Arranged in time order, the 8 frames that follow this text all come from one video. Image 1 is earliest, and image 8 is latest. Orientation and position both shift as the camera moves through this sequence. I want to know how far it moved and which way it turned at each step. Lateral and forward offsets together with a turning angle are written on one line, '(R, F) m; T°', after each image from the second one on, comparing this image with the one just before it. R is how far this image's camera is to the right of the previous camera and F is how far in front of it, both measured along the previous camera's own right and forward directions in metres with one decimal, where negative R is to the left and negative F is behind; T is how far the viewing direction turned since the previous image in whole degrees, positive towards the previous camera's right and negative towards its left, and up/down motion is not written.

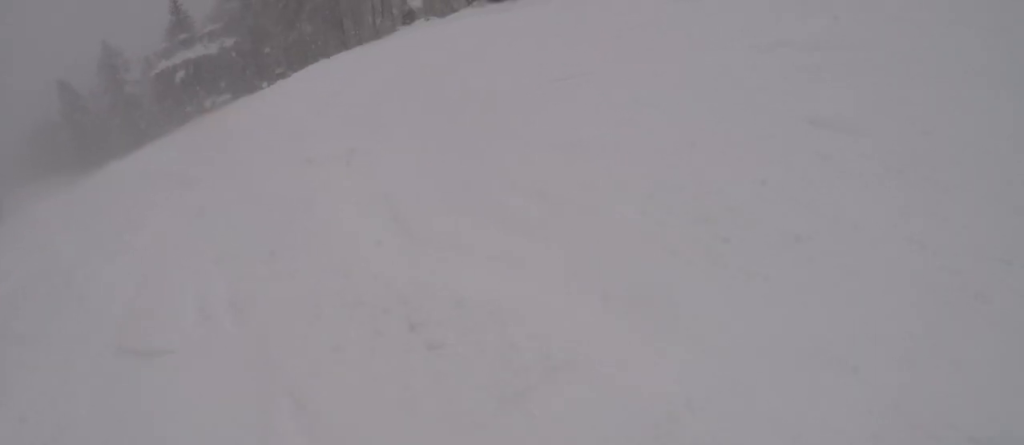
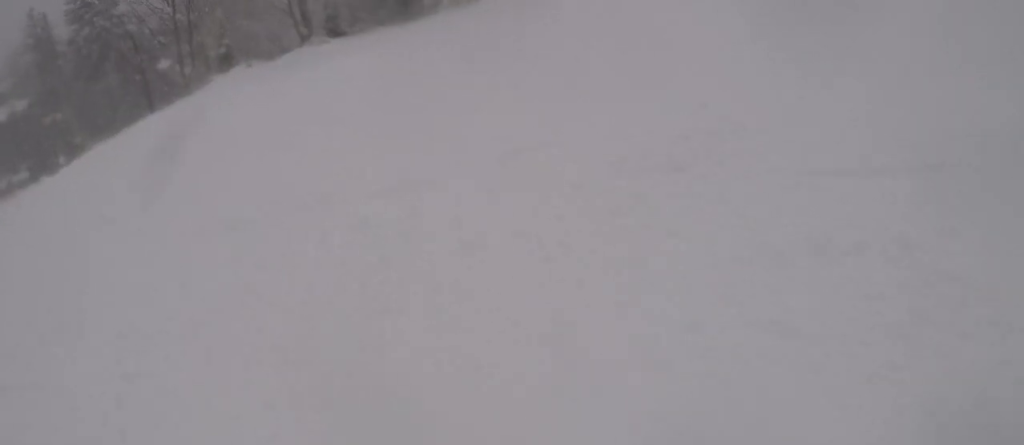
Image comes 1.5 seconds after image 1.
(+1.1, +6.7) m; +18°
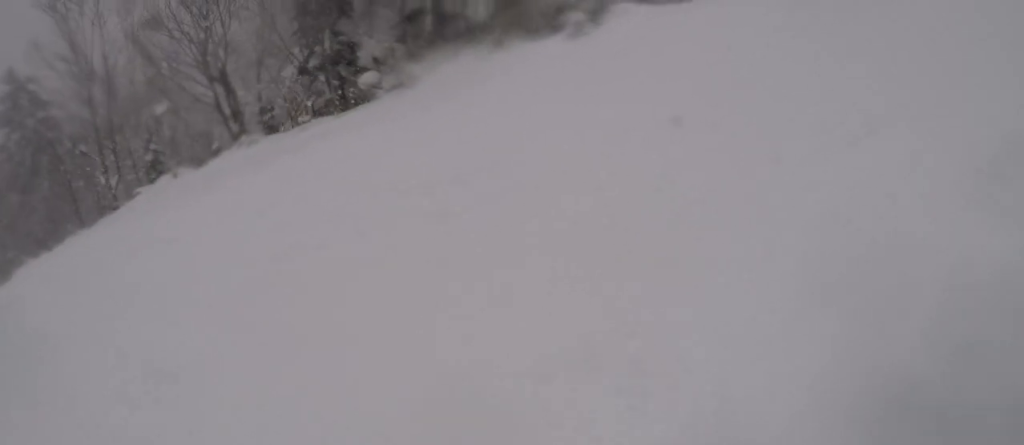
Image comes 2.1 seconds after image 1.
(-0.2, +2.4) m; +8°
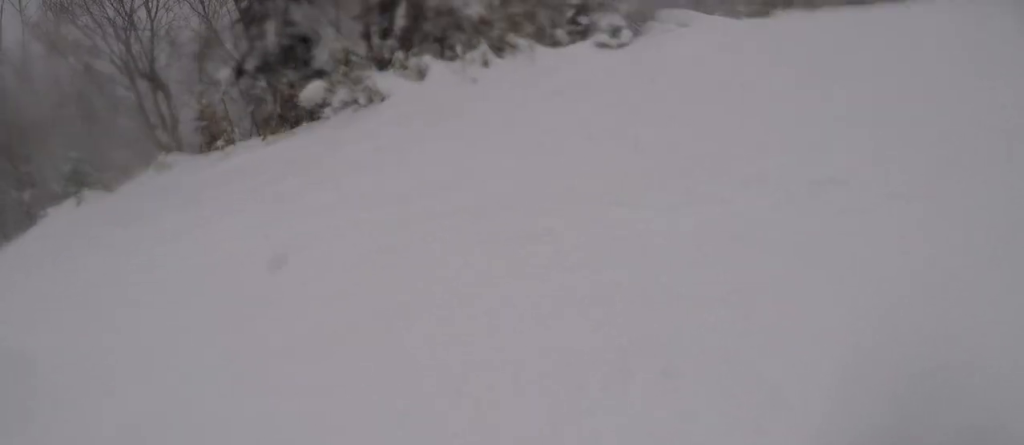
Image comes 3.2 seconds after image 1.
(+1.0, +4.3) m; +5°
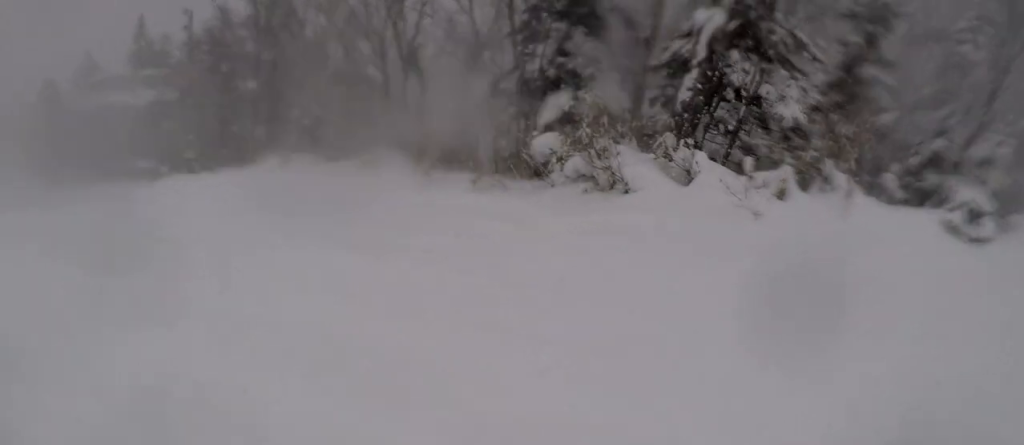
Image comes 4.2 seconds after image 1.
(-0.9, +3.8) m; -34°
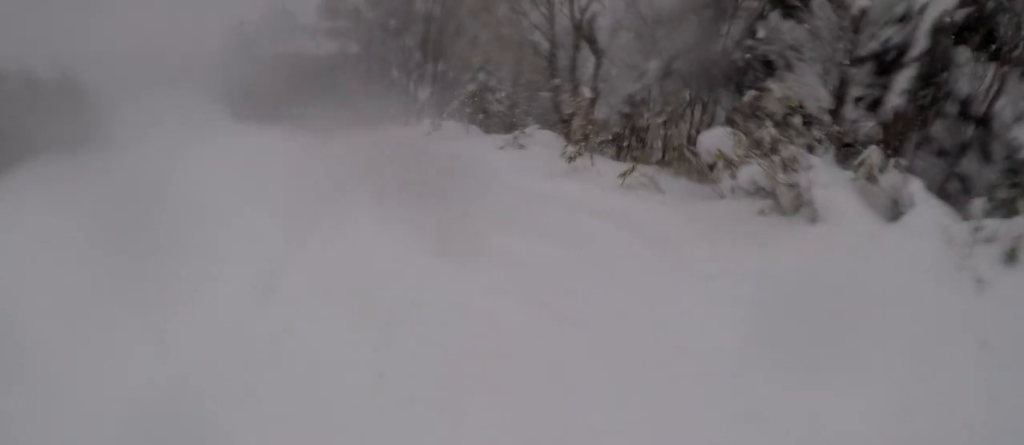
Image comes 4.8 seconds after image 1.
(-0.7, +2.1) m; -28°
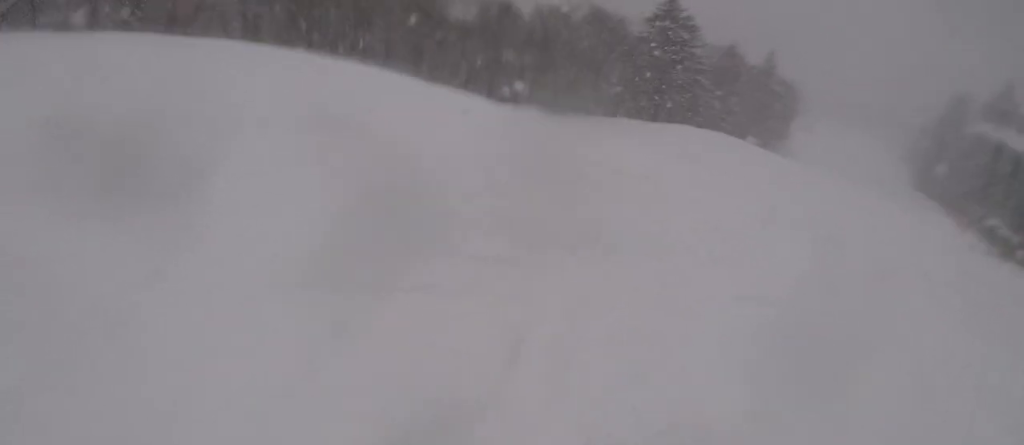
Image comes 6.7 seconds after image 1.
(-3.7, +5.0) m; -62°
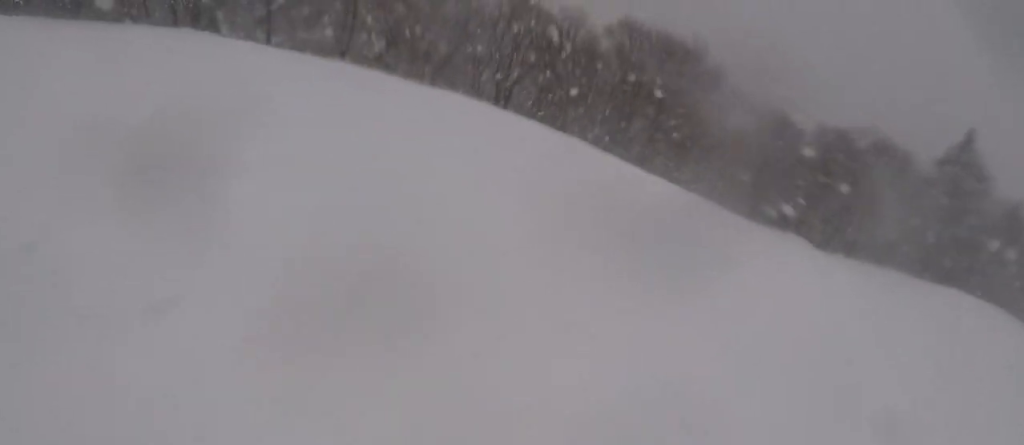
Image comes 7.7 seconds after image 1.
(-0.6, +2.9) m; -23°
